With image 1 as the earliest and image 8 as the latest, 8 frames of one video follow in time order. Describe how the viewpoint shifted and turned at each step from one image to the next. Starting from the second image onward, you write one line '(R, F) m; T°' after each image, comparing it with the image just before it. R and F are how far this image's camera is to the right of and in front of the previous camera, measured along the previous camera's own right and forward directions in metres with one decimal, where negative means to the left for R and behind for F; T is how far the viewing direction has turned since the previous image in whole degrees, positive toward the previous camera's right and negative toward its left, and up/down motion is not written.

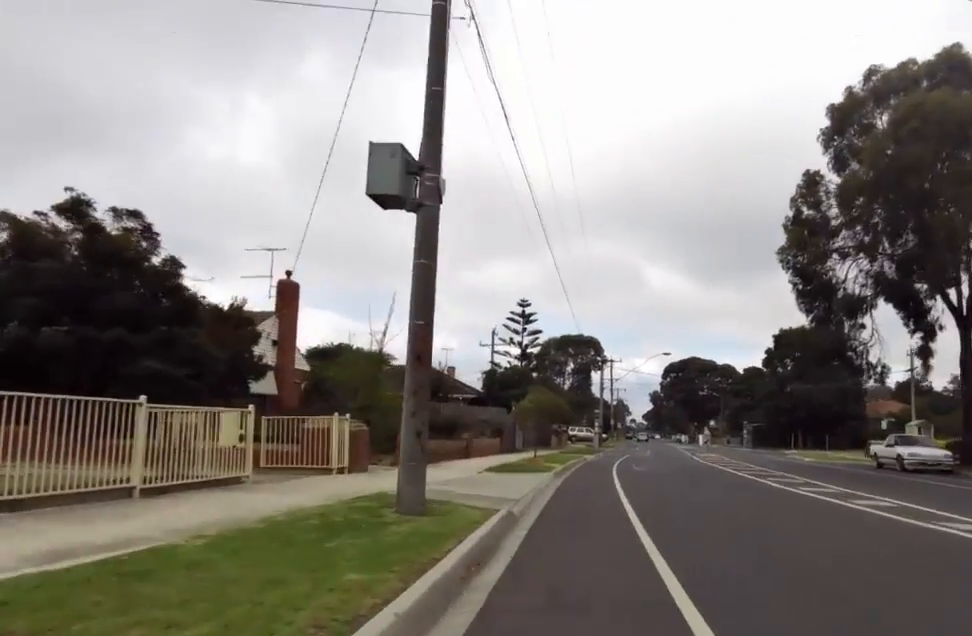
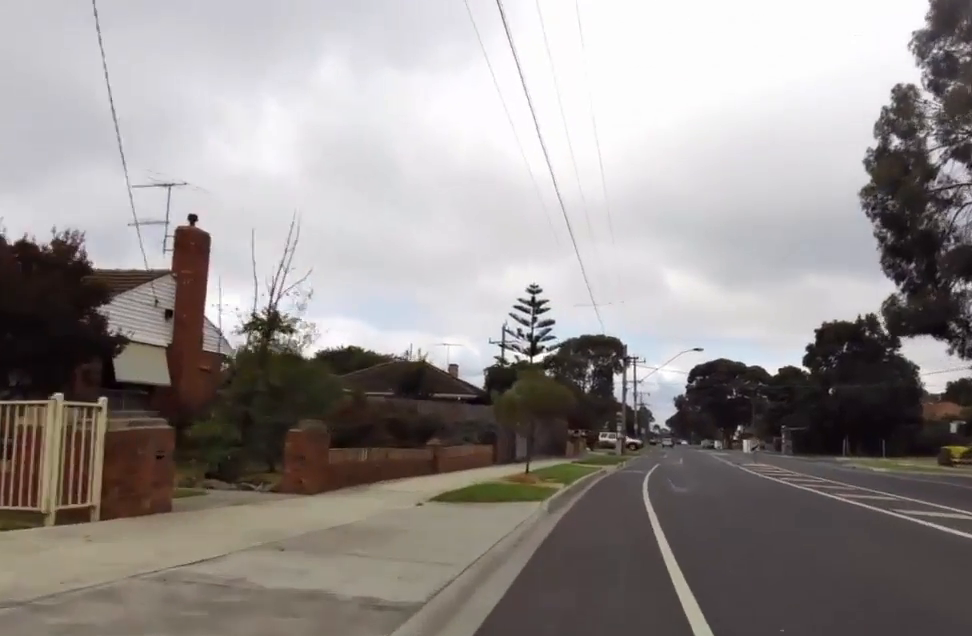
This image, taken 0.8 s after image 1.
(-0.6, +7.2) m; -6°
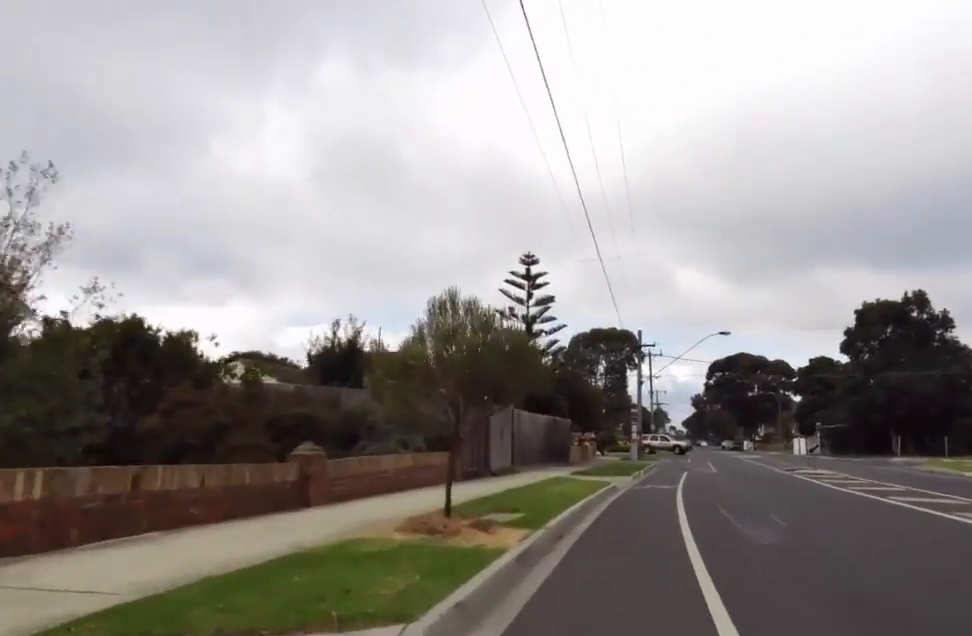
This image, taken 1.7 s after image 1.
(-0.4, +7.8) m; +1°
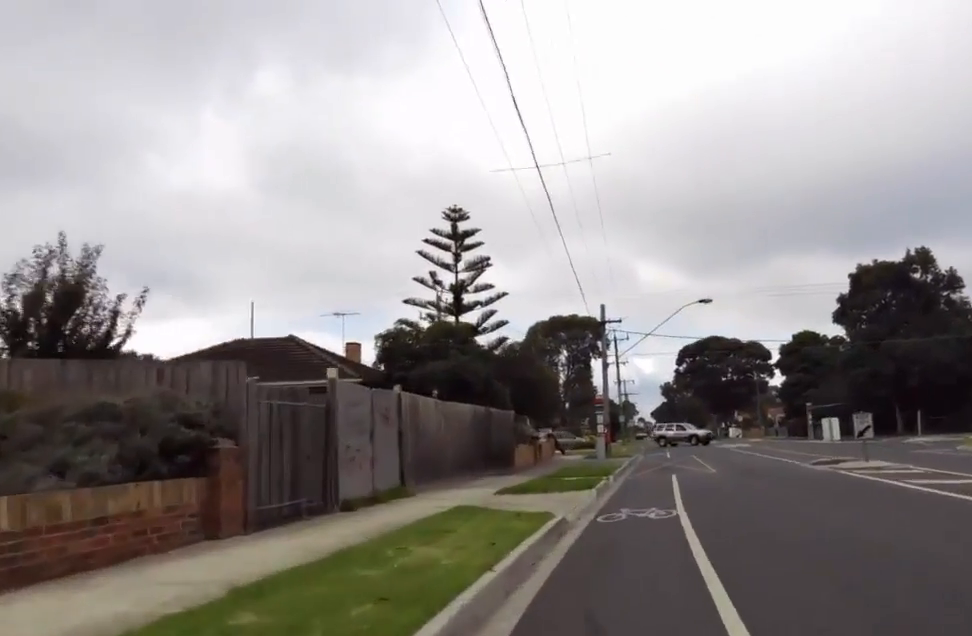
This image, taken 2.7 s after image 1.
(+0.6, +8.9) m; +7°
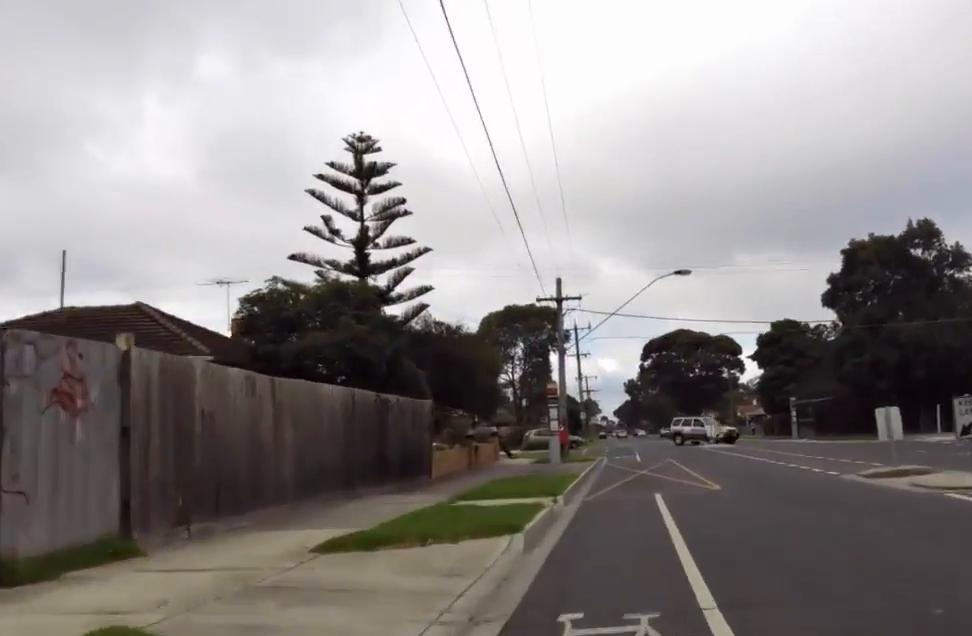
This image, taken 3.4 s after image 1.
(+0.5, +7.2) m; +2°
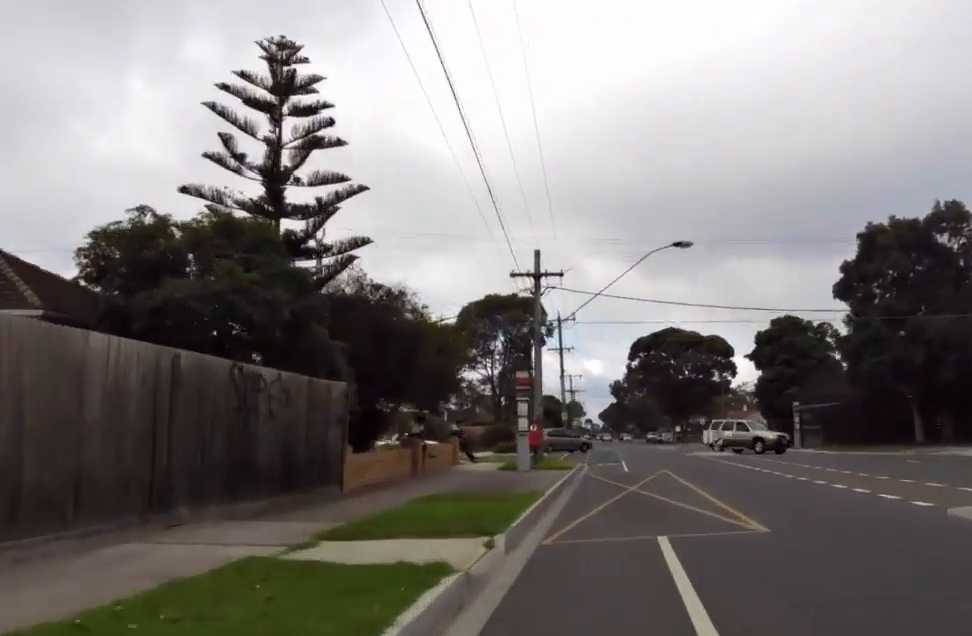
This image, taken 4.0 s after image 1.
(+0.2, +5.4) m; -4°
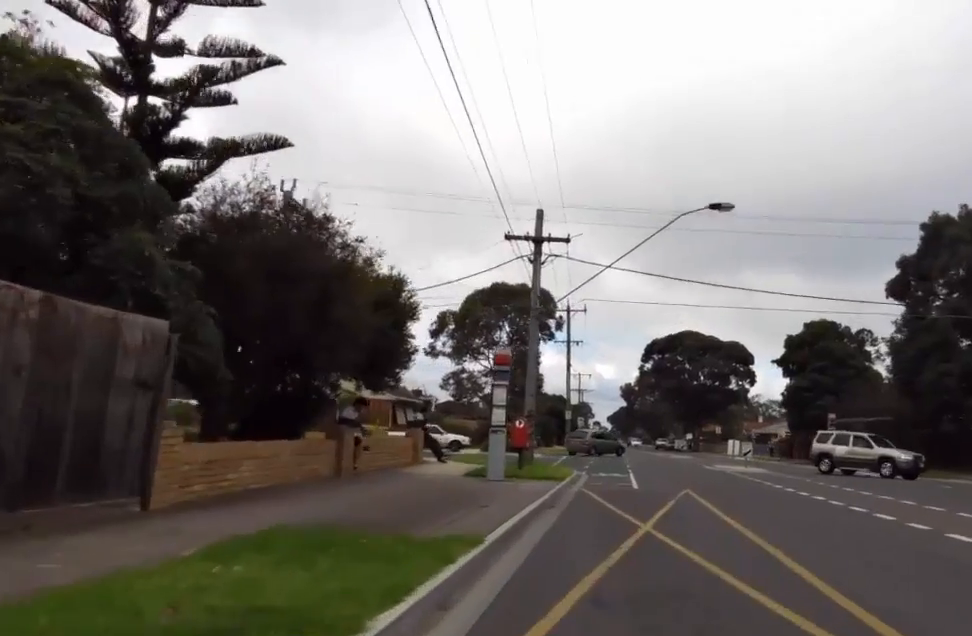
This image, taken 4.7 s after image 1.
(-0.5, +6.0) m; -1°
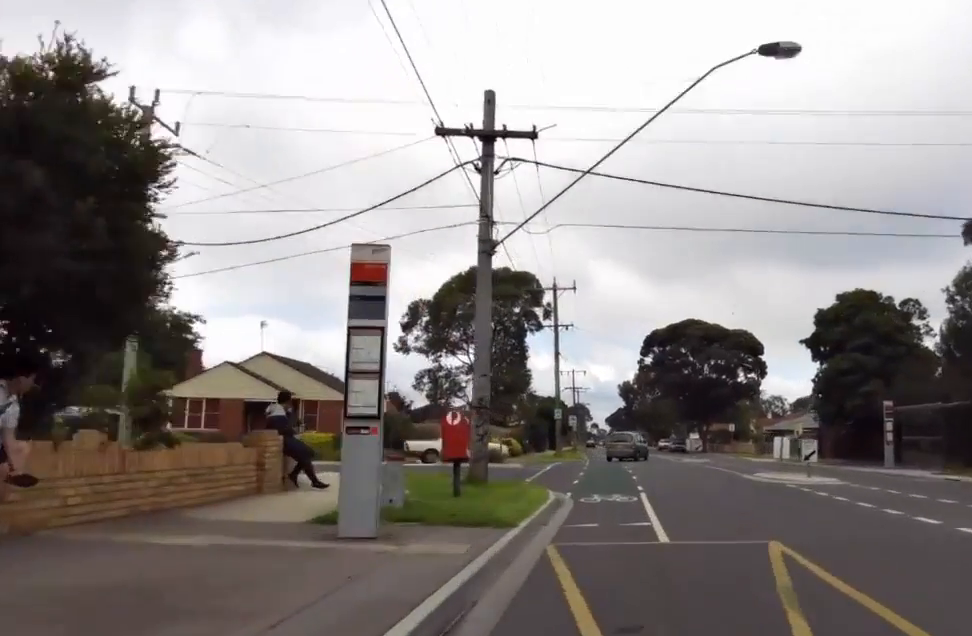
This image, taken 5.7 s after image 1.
(0.0, +8.8) m; +1°
